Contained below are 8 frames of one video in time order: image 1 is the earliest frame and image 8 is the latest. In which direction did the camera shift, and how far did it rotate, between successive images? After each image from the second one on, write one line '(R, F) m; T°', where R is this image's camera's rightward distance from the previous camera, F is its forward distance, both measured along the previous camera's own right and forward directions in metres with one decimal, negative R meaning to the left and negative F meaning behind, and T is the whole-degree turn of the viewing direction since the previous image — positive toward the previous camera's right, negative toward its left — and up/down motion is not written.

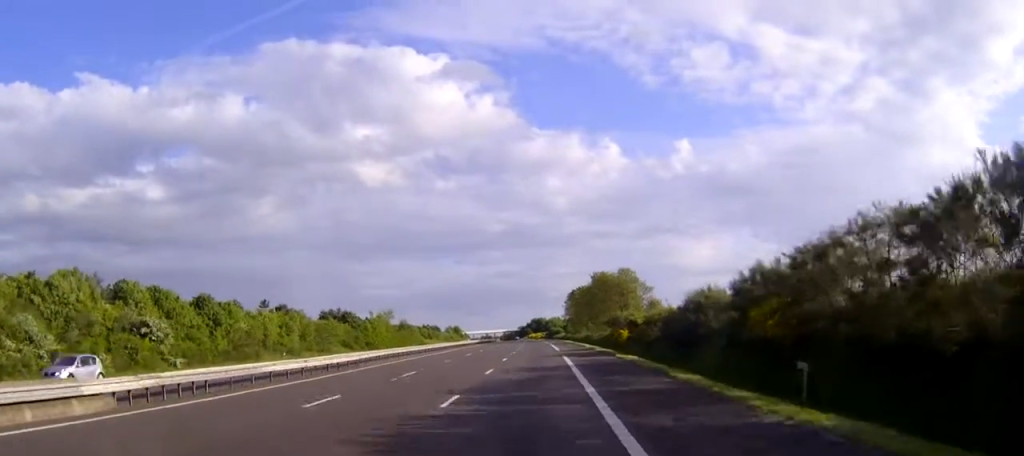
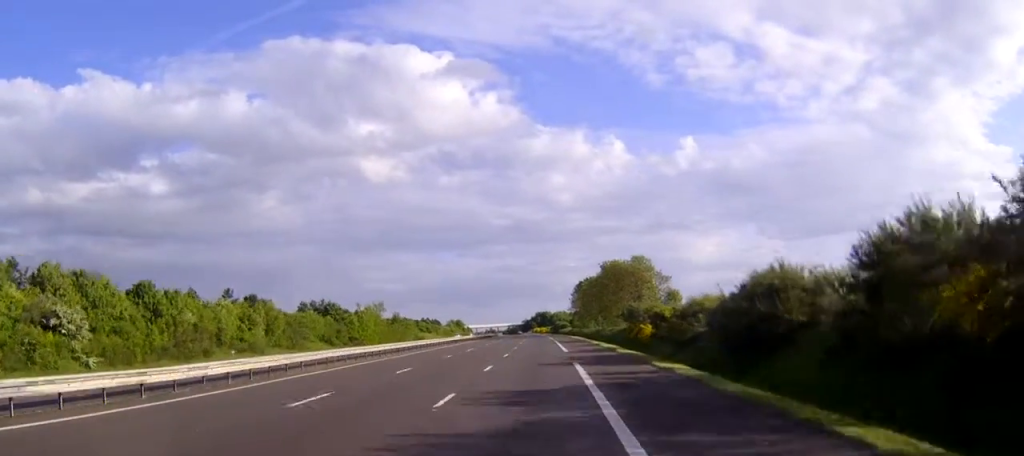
(-0.1, +14.4) m; 0°
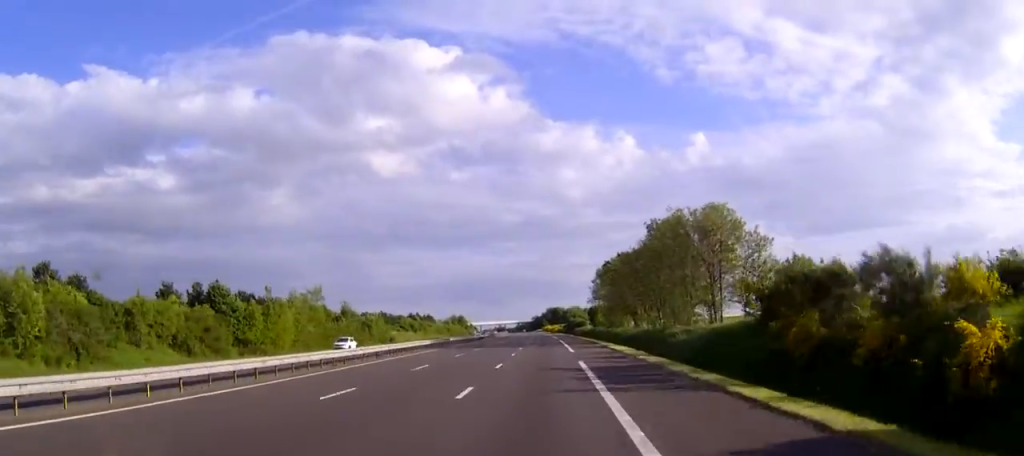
(-0.2, +50.2) m; -1°
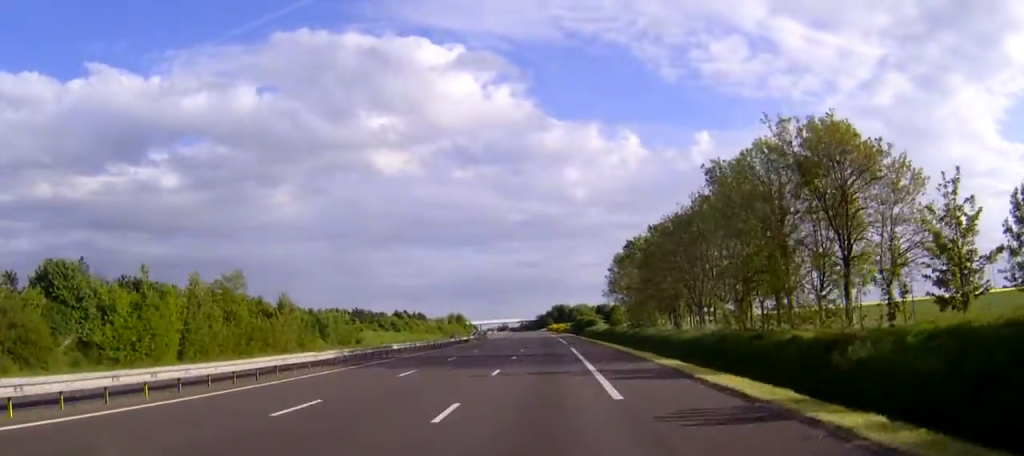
(-0.1, +30.4) m; 0°
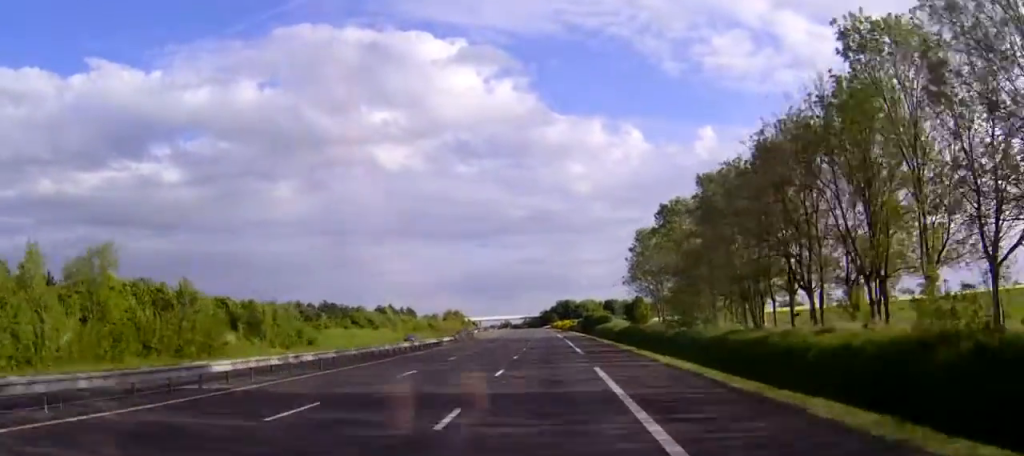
(-0.1, +26.9) m; 0°
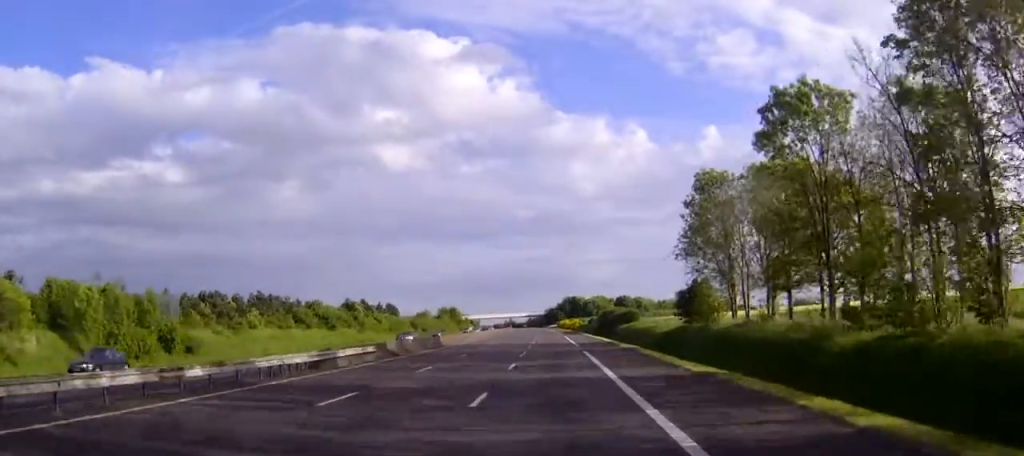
(-0.2, +36.0) m; 0°
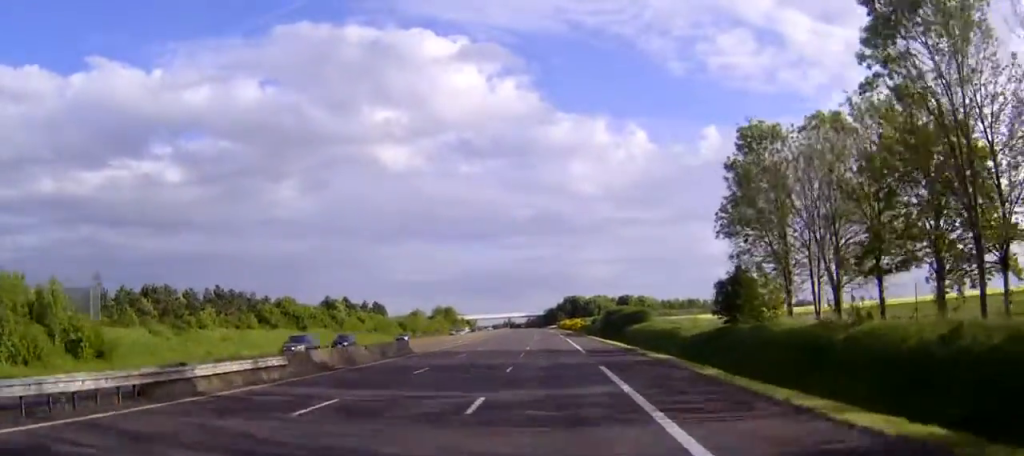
(0.0, +14.3) m; 0°
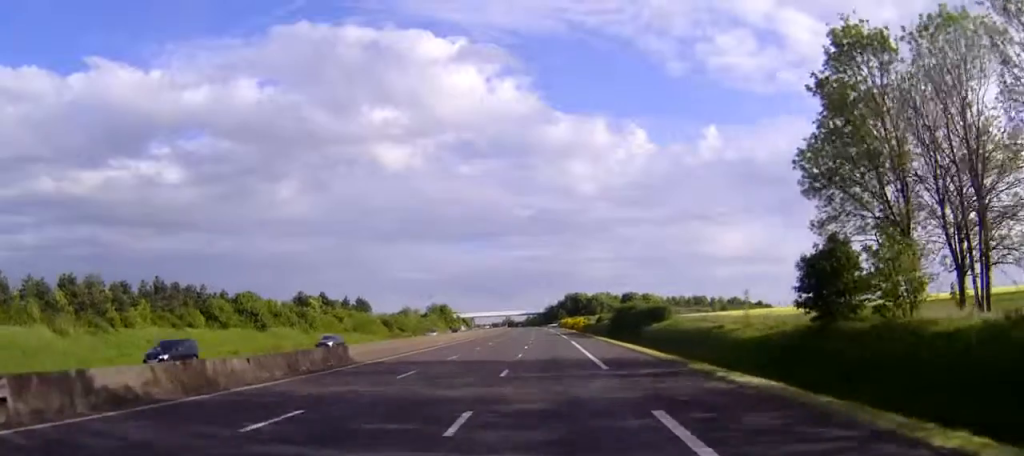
(0.0, +16.1) m; 0°
